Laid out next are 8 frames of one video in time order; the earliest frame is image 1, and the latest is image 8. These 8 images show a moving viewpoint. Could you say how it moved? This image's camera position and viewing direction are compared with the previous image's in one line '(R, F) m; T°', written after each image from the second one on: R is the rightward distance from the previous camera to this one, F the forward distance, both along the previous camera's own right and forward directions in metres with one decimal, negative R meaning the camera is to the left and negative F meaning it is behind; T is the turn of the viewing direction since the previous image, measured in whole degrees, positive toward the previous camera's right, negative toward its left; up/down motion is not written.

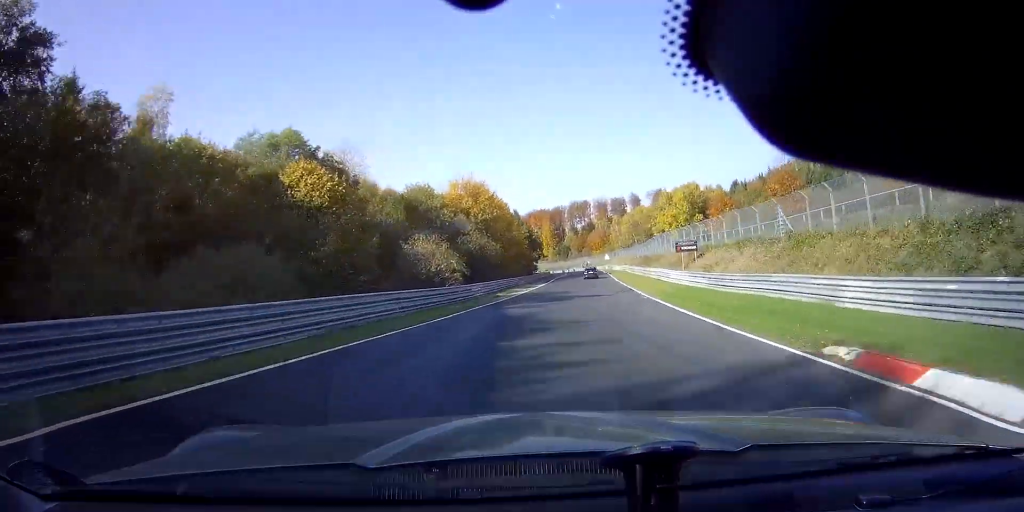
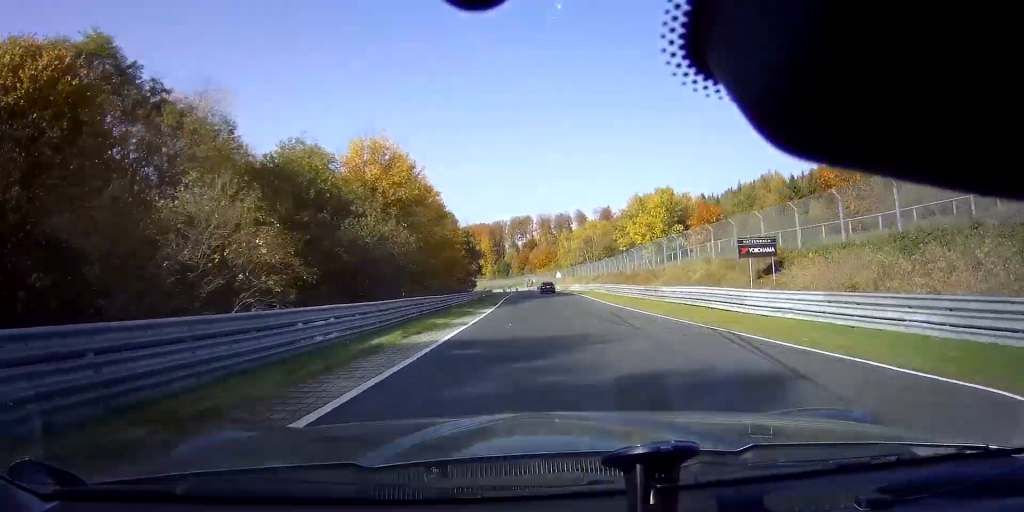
(+1.5, +22.4) m; +6°
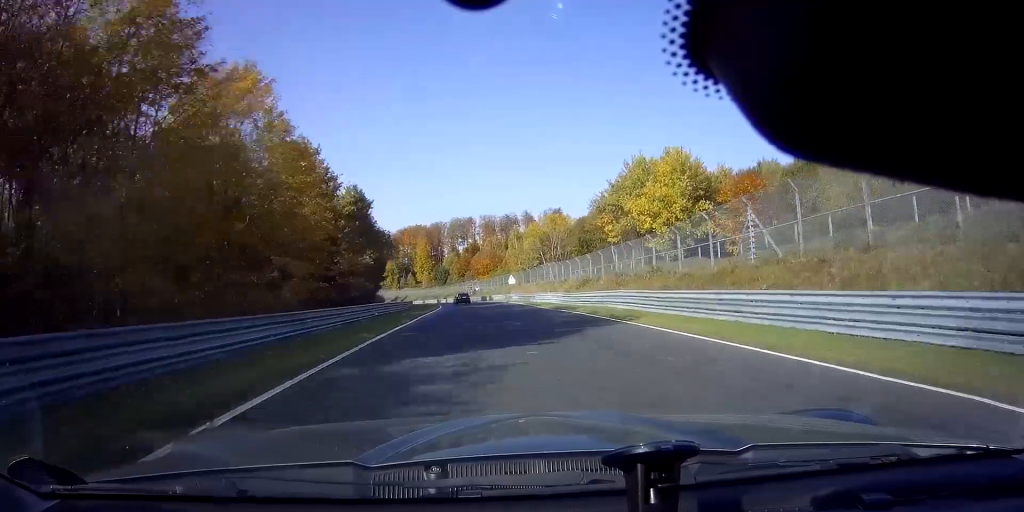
(+2.0, +34.9) m; +4°
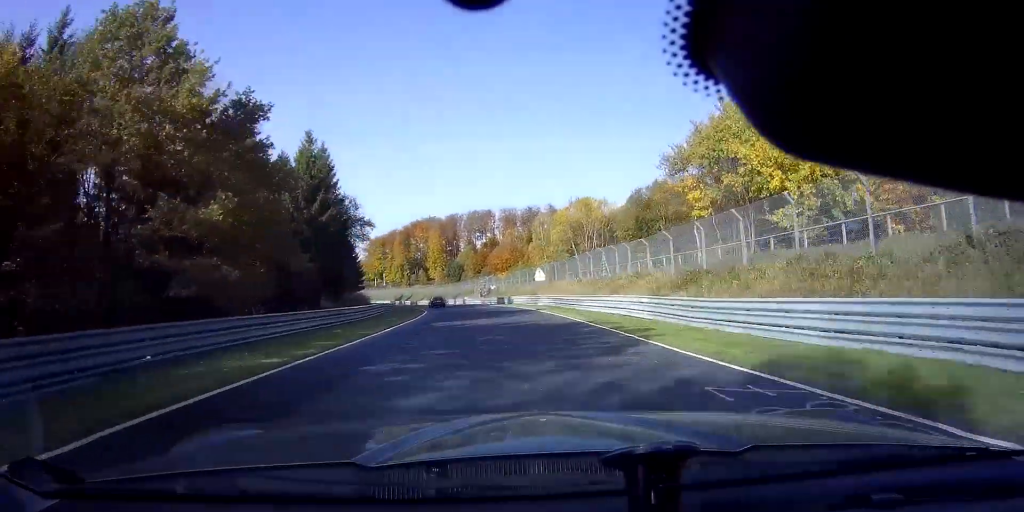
(+0.6, +24.7) m; -1°
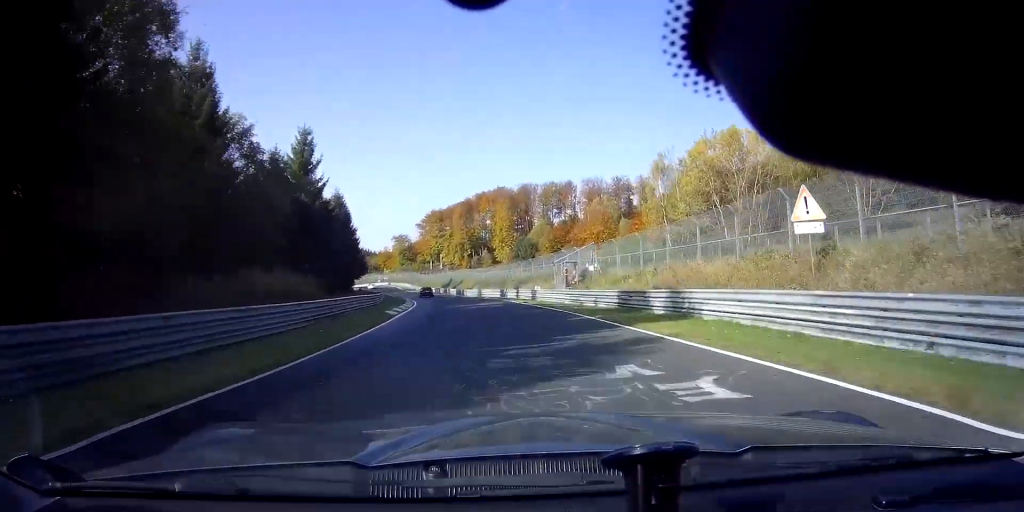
(-2.0, +44.3) m; -7°
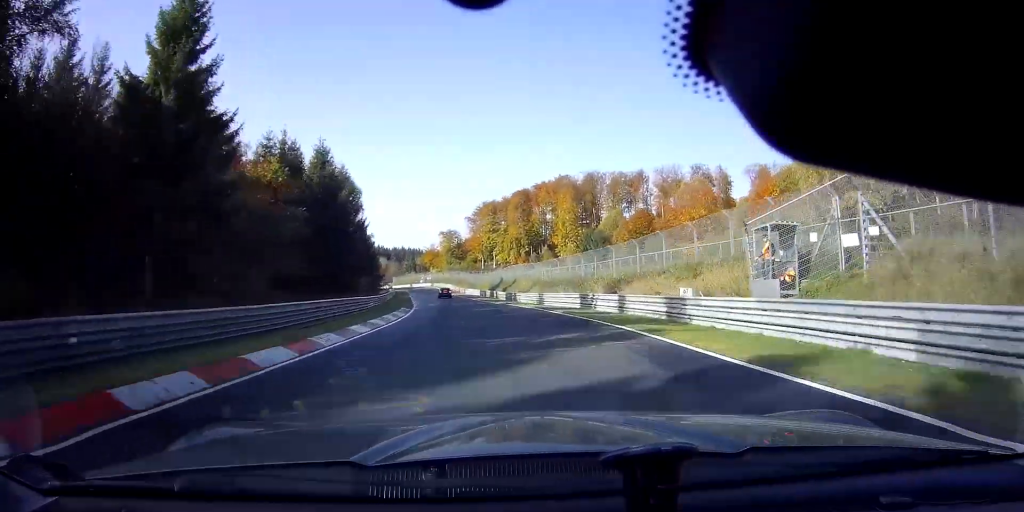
(-1.8, +28.4) m; -5°
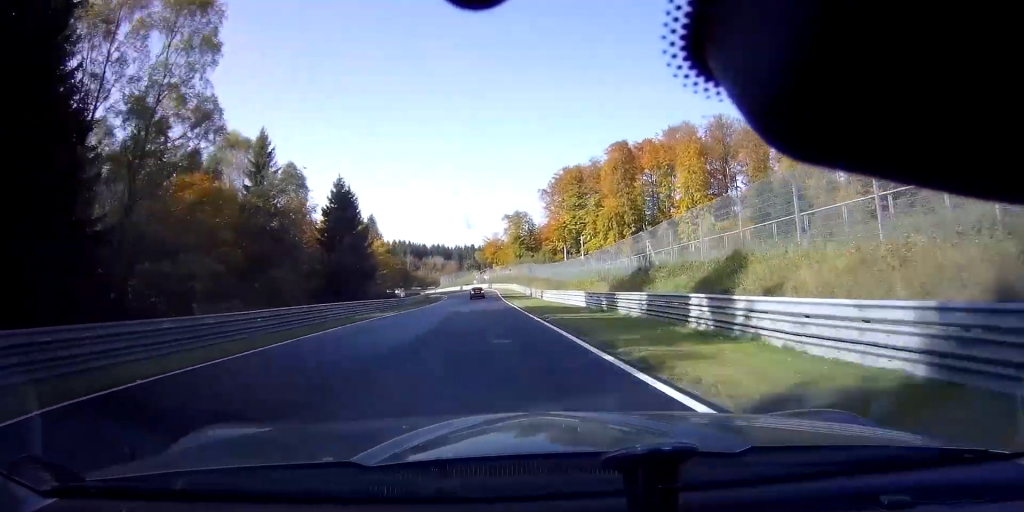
(-4.2, +56.1) m; -8°
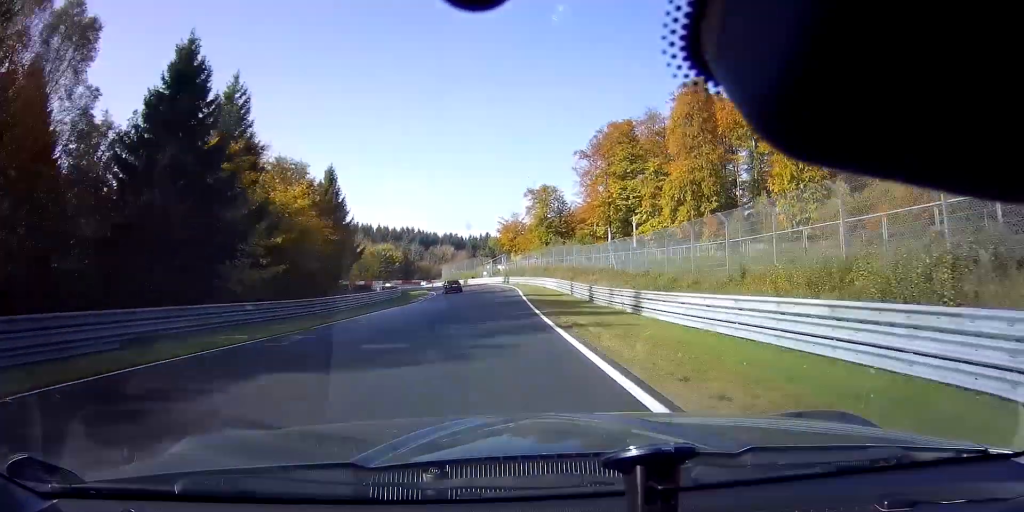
(-1.1, +33.0) m; -4°
